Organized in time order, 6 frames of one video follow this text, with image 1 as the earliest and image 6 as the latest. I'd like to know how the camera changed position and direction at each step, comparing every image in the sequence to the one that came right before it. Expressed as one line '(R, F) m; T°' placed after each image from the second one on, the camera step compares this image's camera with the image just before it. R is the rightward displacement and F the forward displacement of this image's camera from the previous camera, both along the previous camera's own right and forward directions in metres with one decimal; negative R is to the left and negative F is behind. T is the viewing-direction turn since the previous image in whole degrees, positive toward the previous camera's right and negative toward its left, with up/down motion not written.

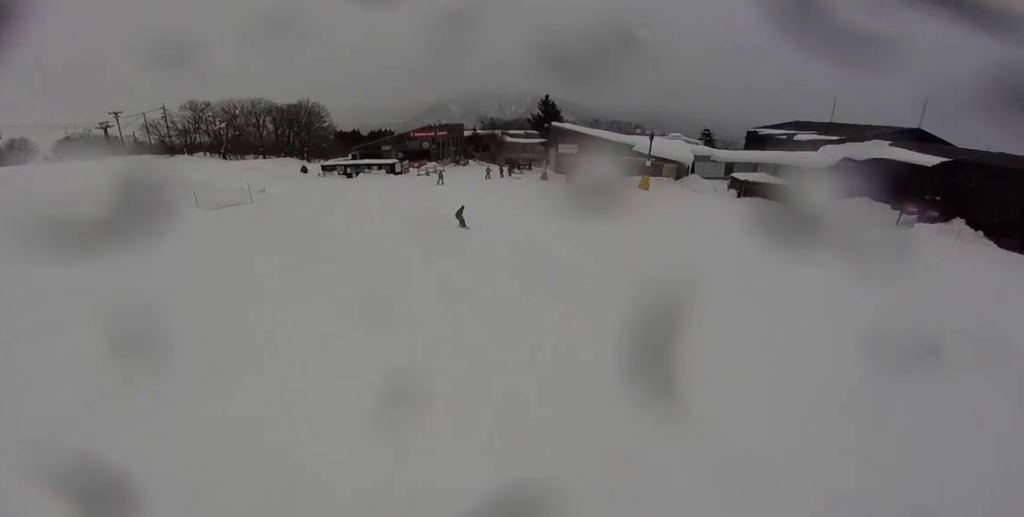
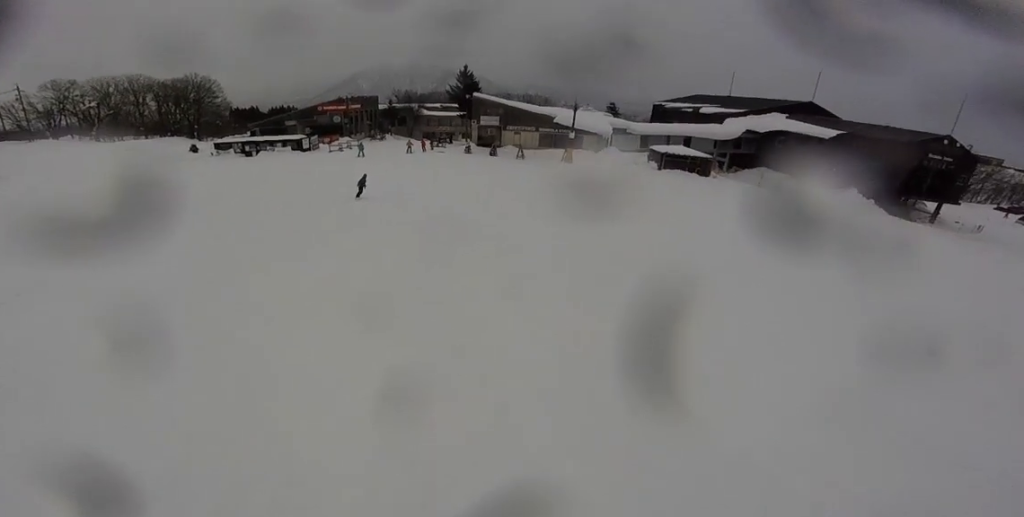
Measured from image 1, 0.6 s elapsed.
(+0.3, +3.3) m; +6°
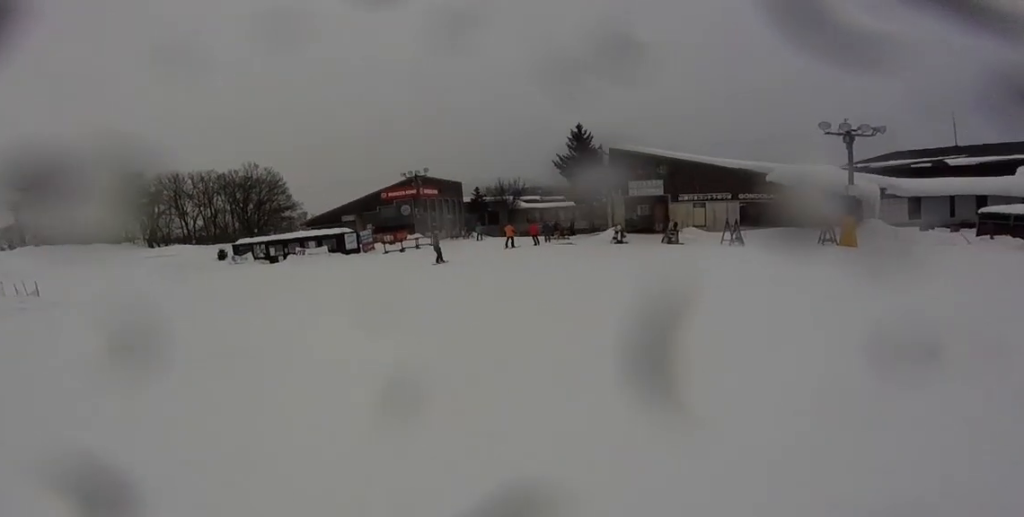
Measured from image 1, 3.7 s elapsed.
(+0.4, +19.8) m; -14°
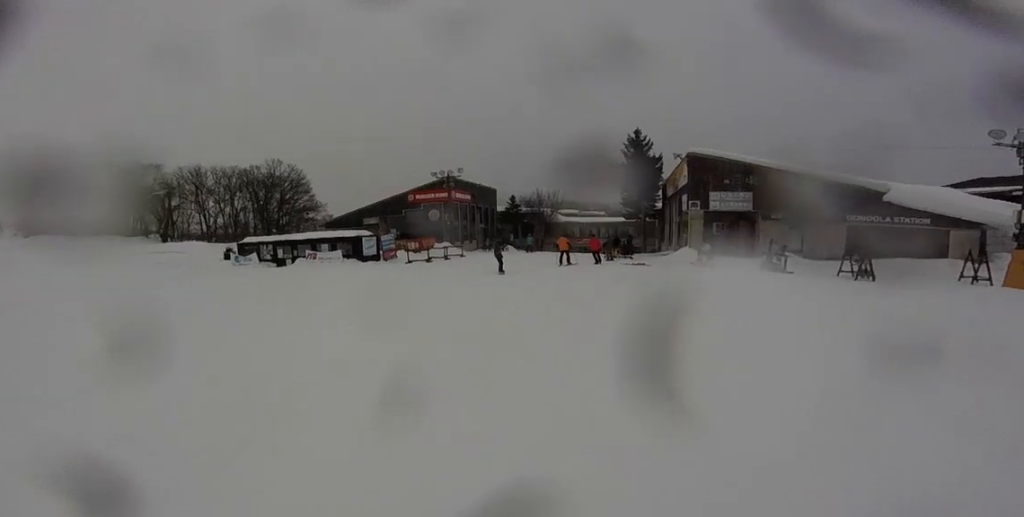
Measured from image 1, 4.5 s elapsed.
(-0.4, +4.8) m; -4°
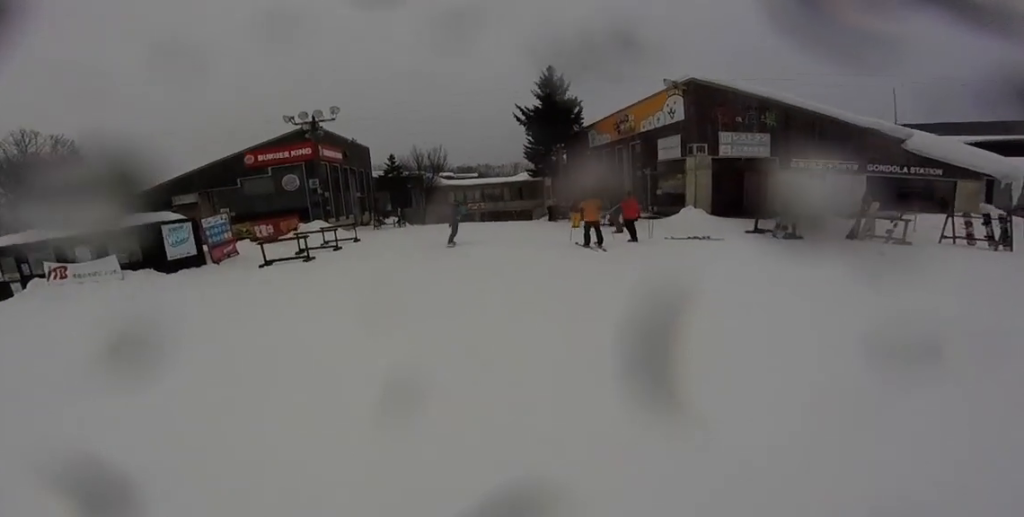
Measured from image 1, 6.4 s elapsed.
(+0.9, +13.3) m; +20°
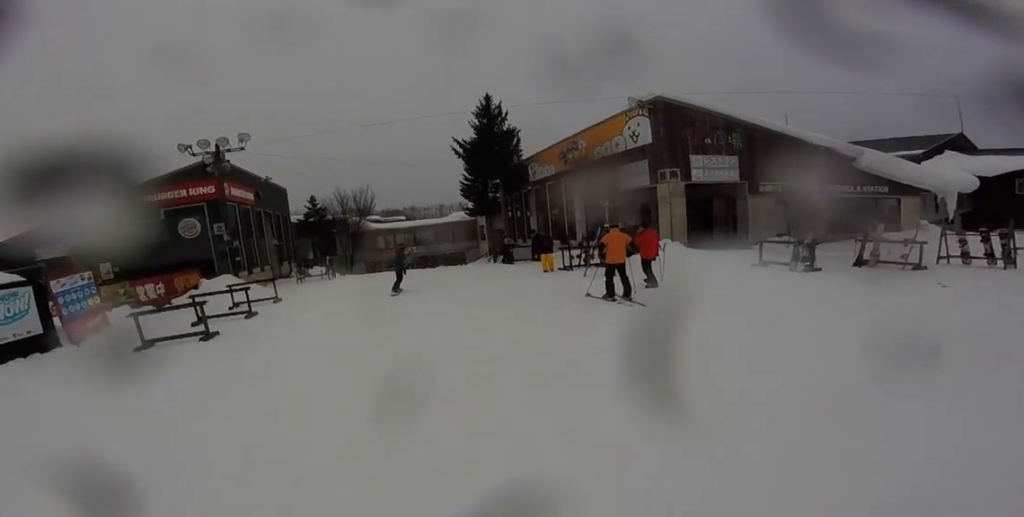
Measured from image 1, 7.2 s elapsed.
(+0.6, +5.7) m; +17°
